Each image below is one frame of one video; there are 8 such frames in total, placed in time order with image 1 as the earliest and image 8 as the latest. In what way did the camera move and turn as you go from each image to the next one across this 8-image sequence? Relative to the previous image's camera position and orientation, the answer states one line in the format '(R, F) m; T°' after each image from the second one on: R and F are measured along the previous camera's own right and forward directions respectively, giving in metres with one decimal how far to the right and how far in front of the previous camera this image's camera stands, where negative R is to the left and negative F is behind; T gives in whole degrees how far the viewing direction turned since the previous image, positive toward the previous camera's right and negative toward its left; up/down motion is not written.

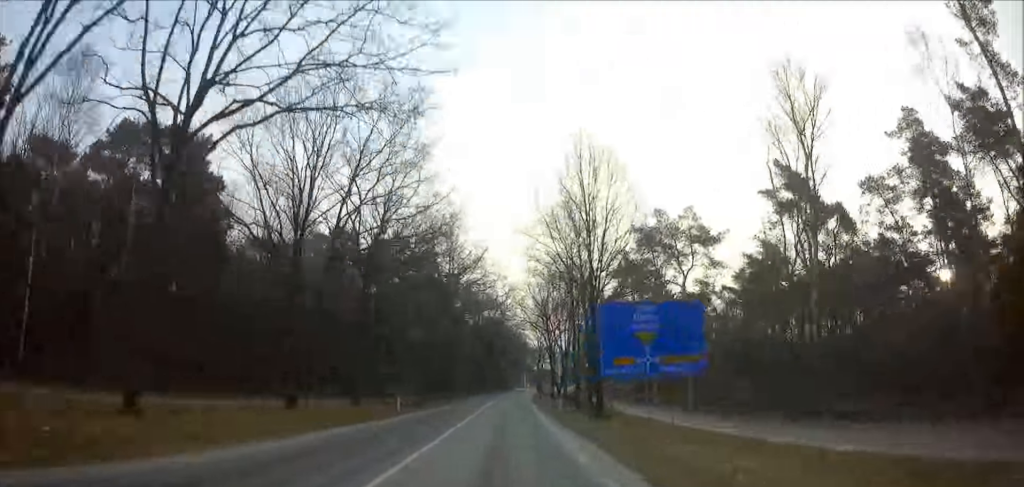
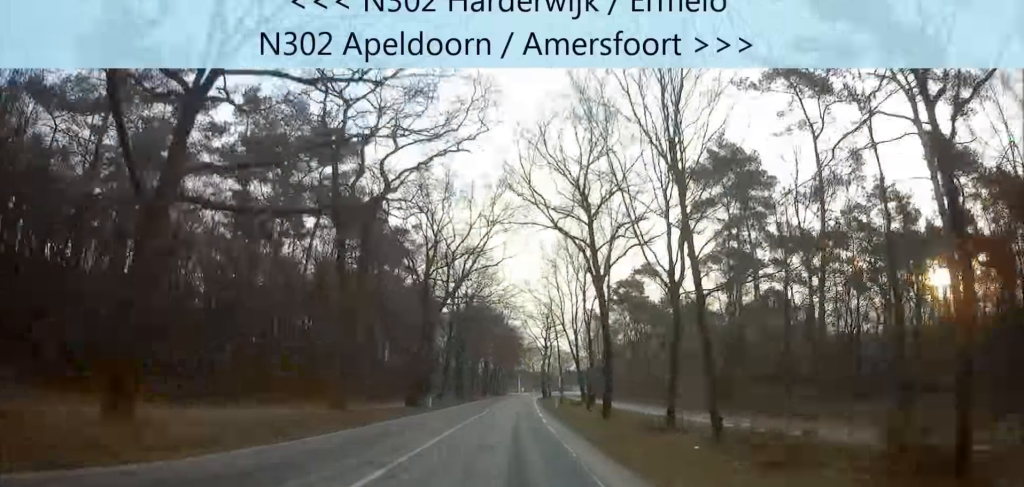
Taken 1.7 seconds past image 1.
(+0.3, +40.8) m; +1°
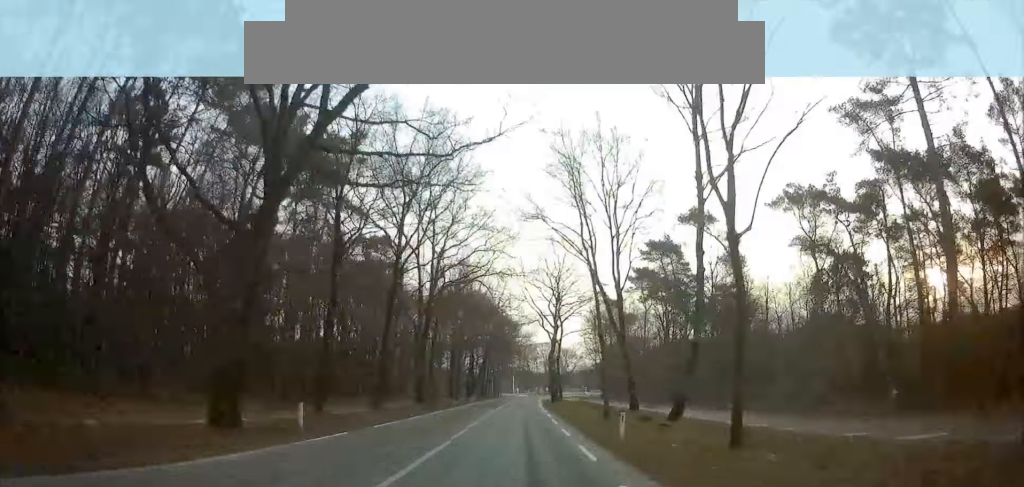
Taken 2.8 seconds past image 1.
(0.0, +24.8) m; +1°
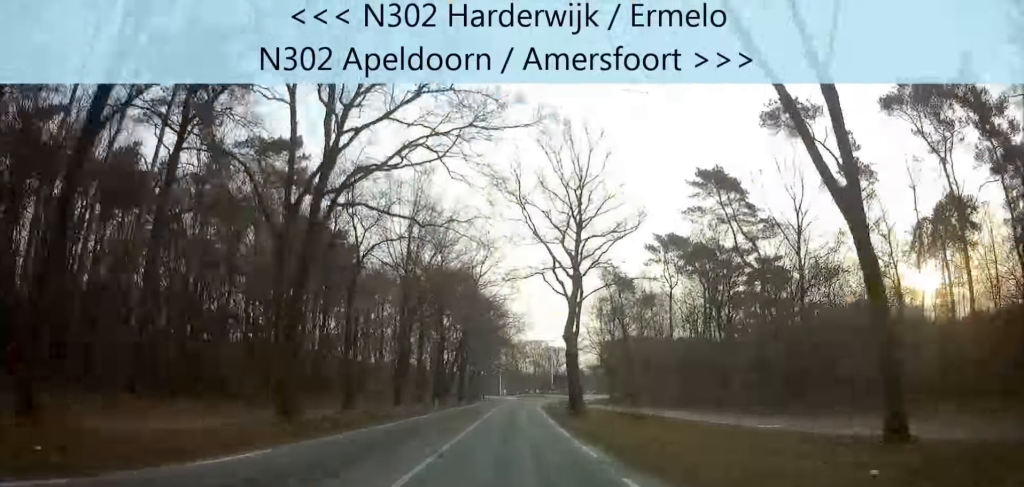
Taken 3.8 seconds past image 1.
(+0.3, +22.6) m; +1°
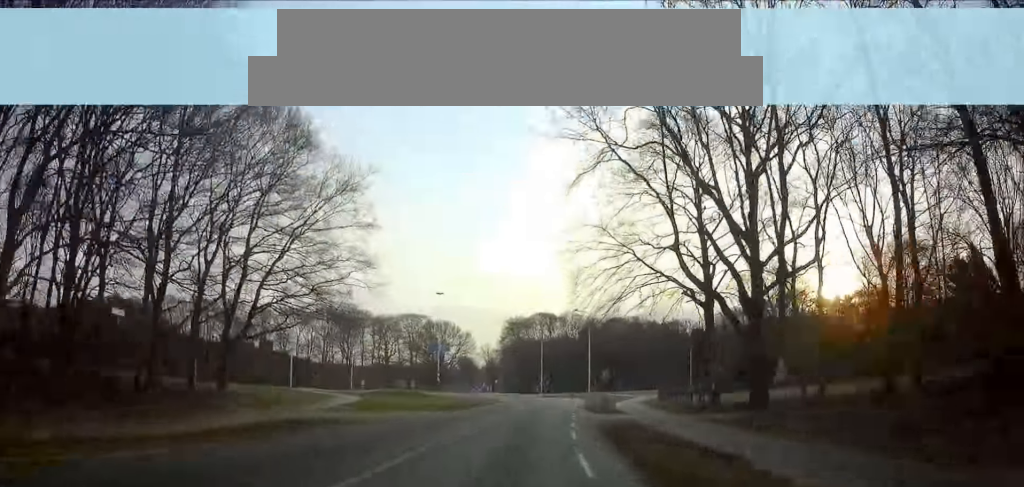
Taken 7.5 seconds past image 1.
(+4.8, +74.8) m; +10°
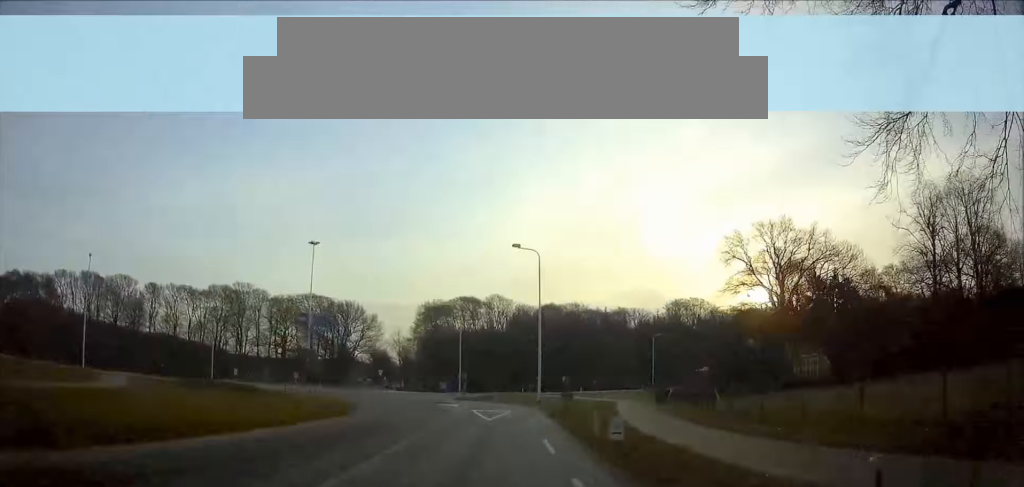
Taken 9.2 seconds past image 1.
(+1.8, +29.3) m; +4°
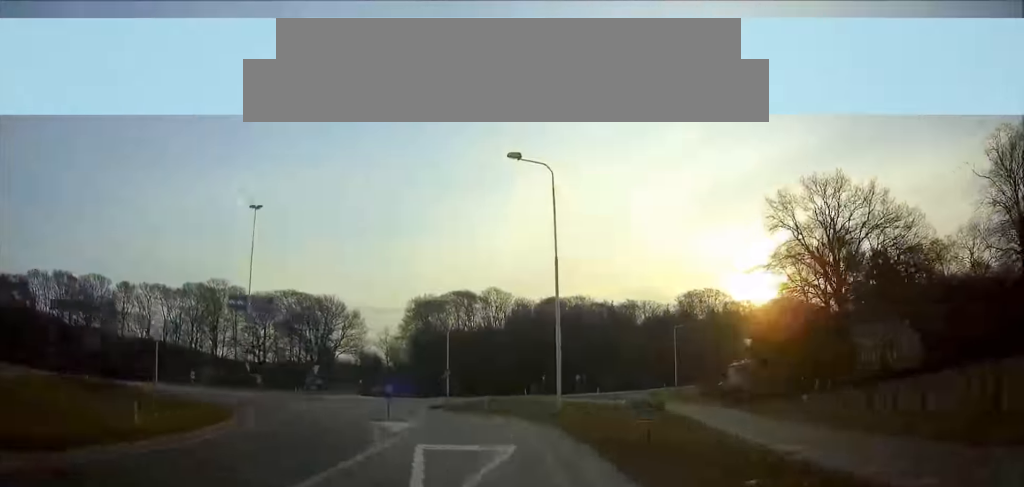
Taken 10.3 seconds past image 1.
(+1.1, +15.9) m; -1°
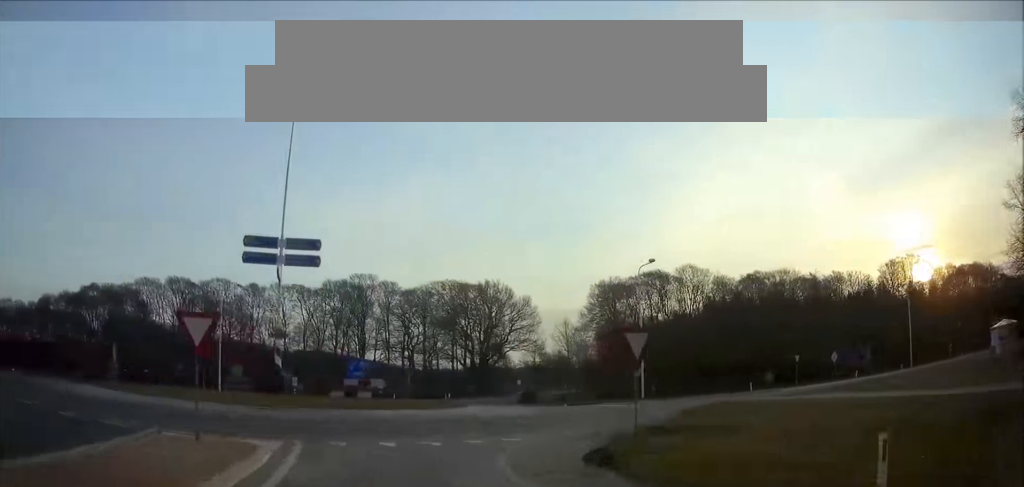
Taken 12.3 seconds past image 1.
(-2.3, +25.3) m; -6°
